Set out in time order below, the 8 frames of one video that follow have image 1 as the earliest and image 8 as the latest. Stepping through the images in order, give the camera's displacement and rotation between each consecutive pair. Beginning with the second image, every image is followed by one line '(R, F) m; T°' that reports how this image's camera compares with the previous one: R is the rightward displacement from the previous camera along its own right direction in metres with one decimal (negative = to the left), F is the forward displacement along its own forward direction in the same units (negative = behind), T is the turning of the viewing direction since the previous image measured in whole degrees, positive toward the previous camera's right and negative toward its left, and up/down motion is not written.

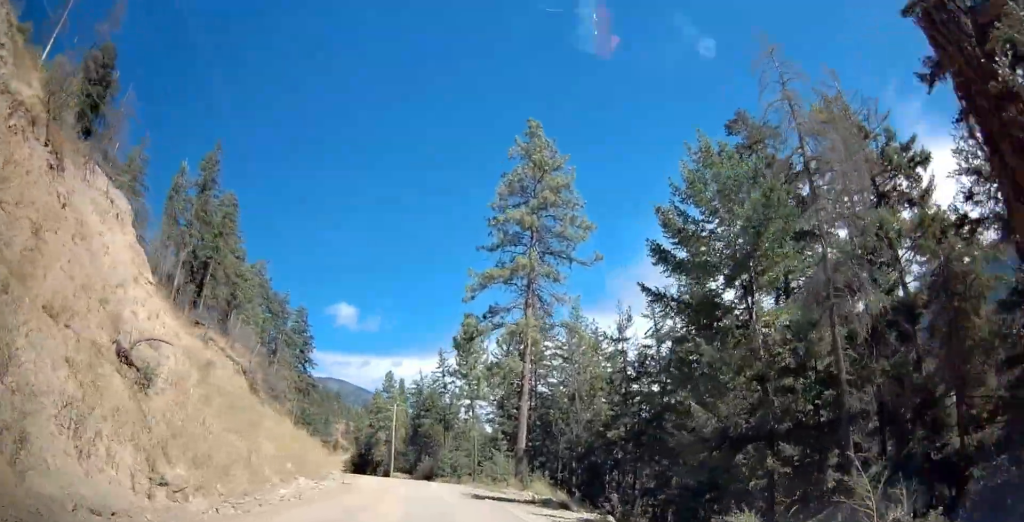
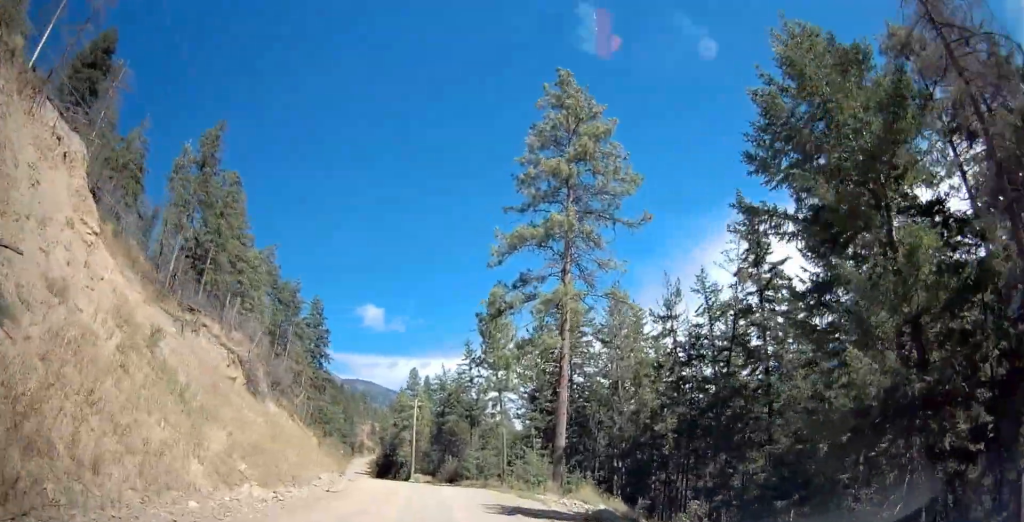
(0.0, +6.7) m; 0°
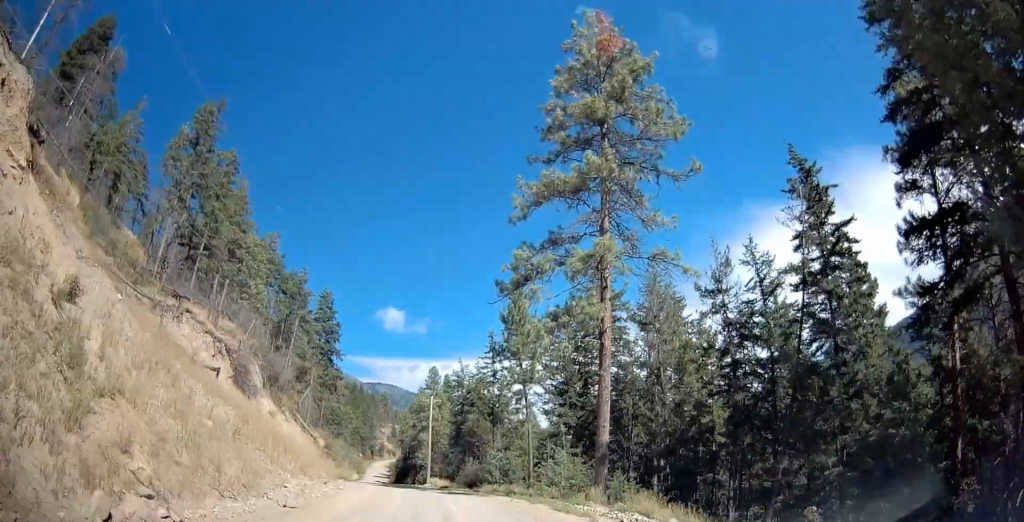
(0.0, +6.3) m; -1°
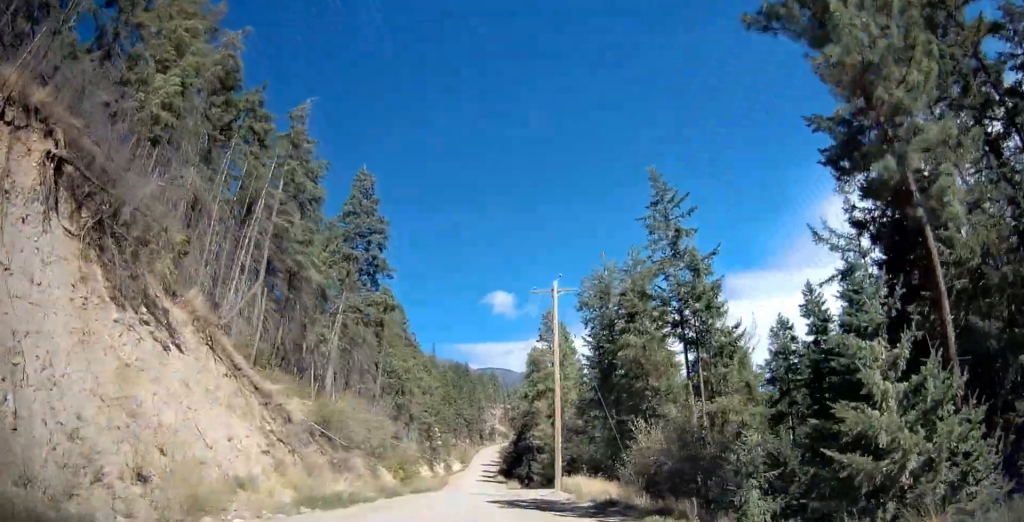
(-5.2, +37.4) m; -15°
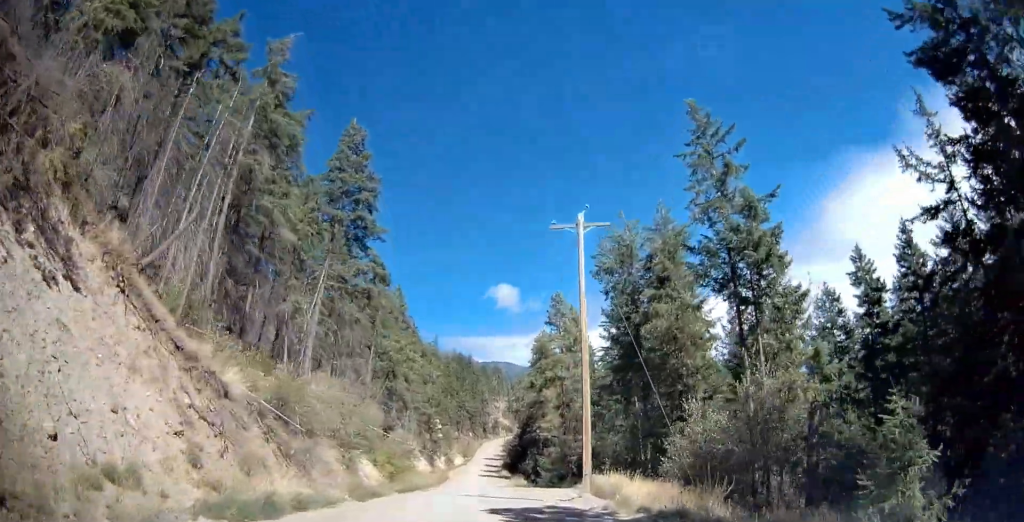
(-0.1, +6.9) m; -1°
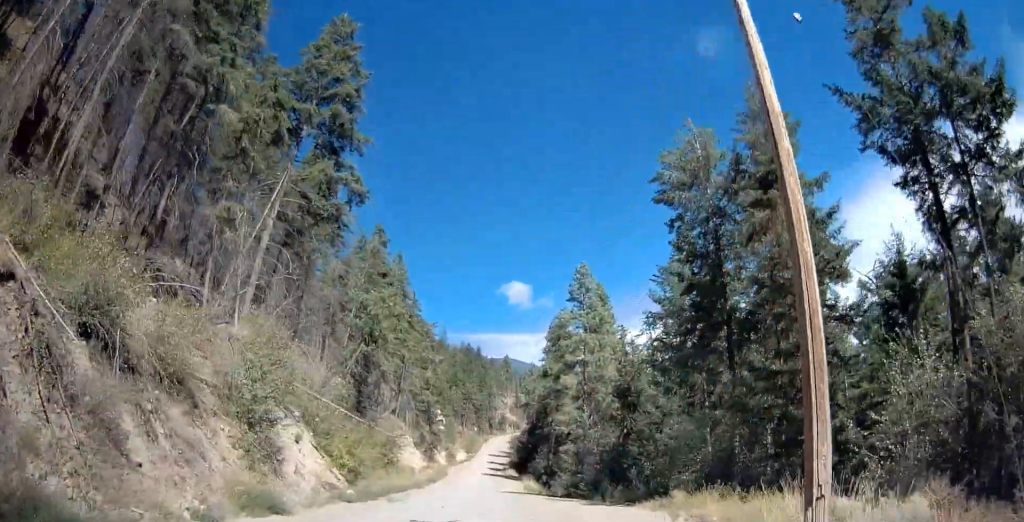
(-0.1, +13.0) m; 0°
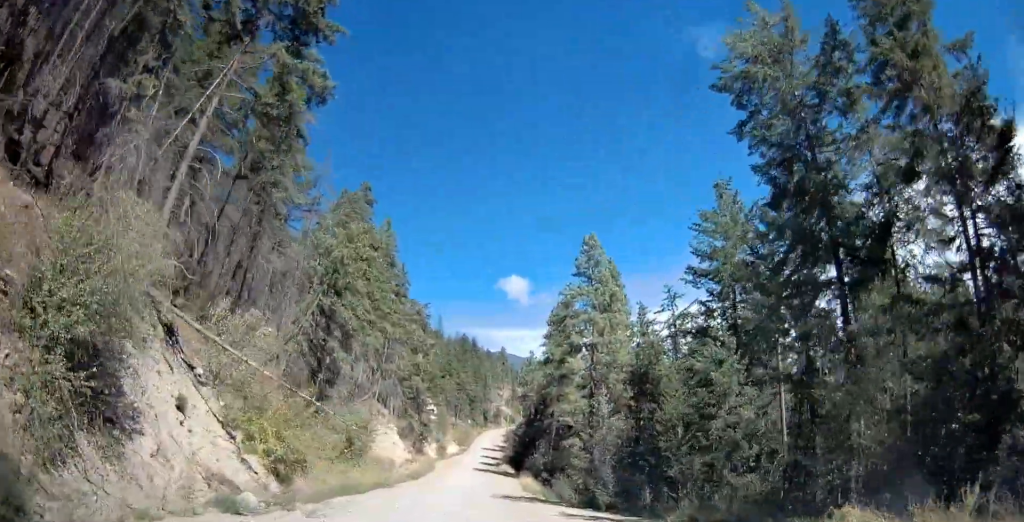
(0.0, +9.3) m; 0°
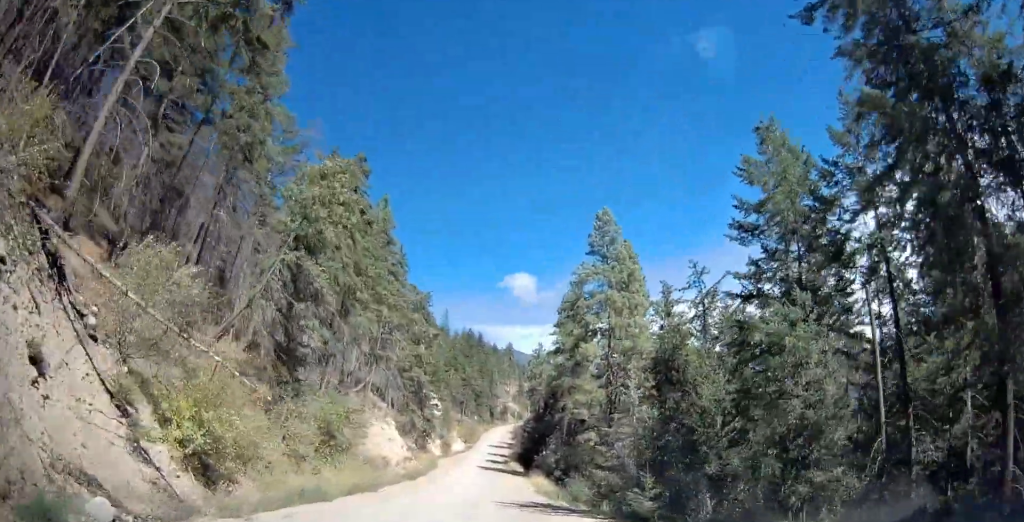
(0.0, +6.3) m; 0°
